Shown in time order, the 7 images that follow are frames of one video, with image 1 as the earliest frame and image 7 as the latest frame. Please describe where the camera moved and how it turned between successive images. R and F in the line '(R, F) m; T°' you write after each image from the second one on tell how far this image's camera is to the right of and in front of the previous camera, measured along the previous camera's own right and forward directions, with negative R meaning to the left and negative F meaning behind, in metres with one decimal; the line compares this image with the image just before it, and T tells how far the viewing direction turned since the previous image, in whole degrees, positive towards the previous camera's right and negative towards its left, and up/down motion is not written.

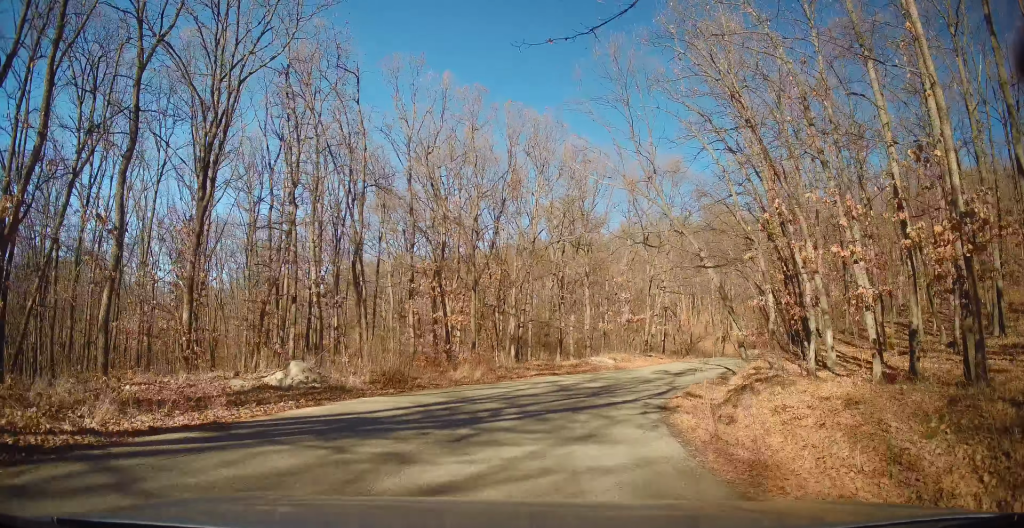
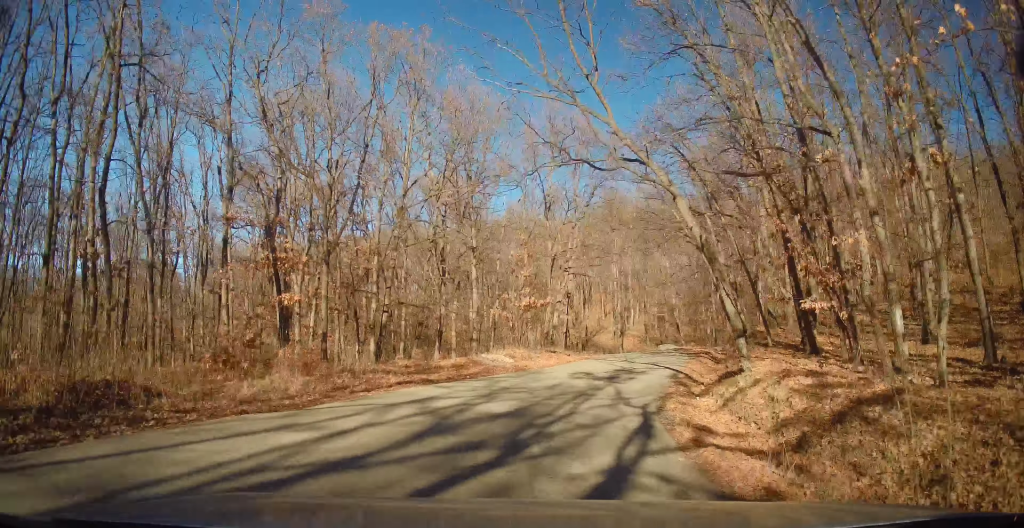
(+0.7, +8.7) m; +9°
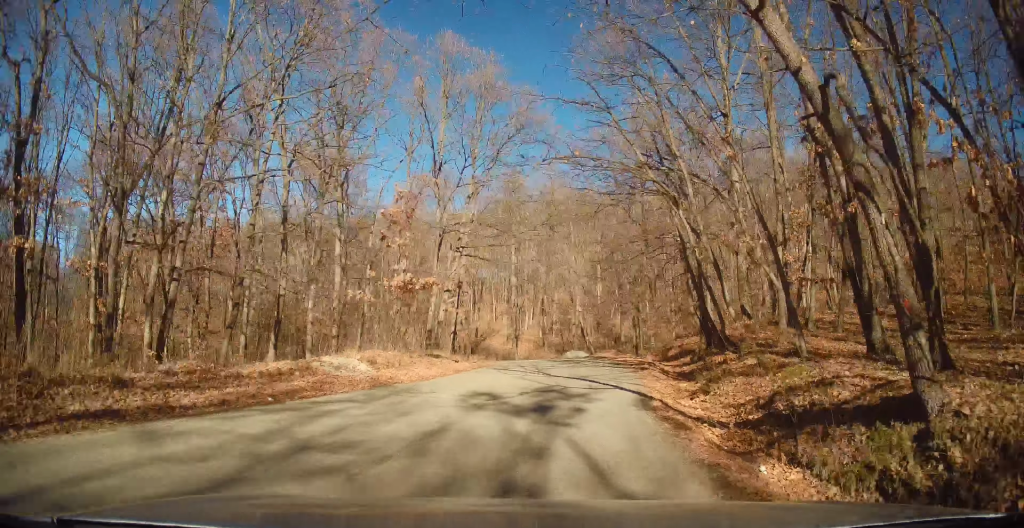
(+0.5, +8.4) m; +8°
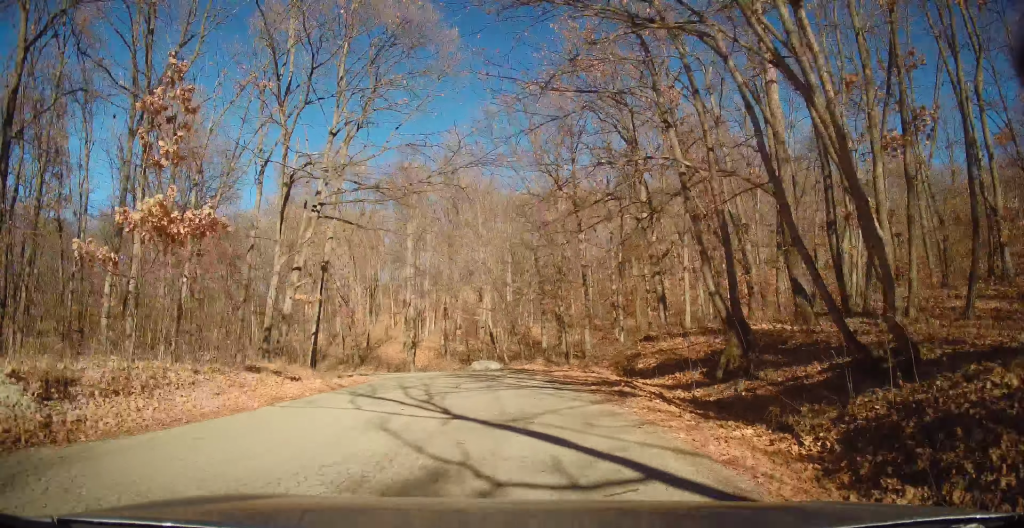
(+0.7, +9.4) m; +10°
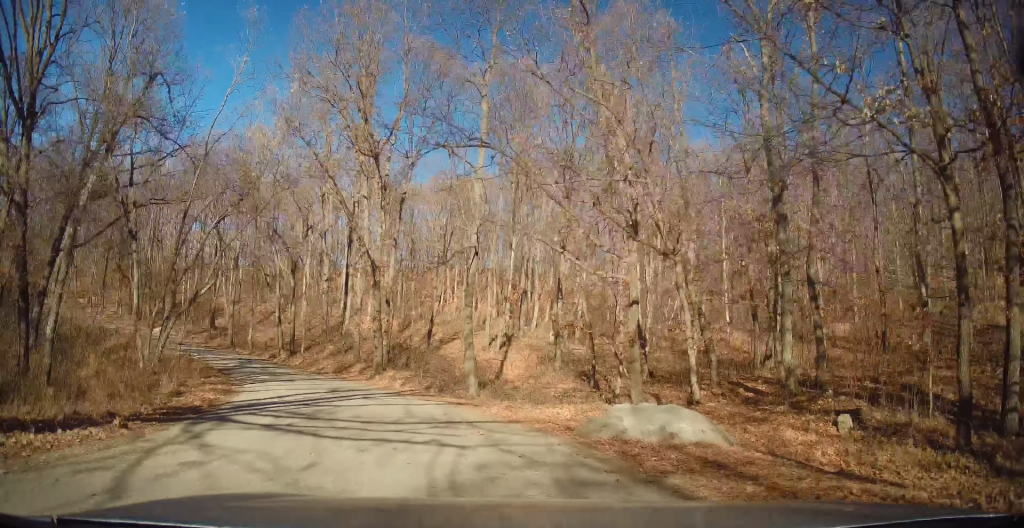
(+2.5, +24.9) m; -1°
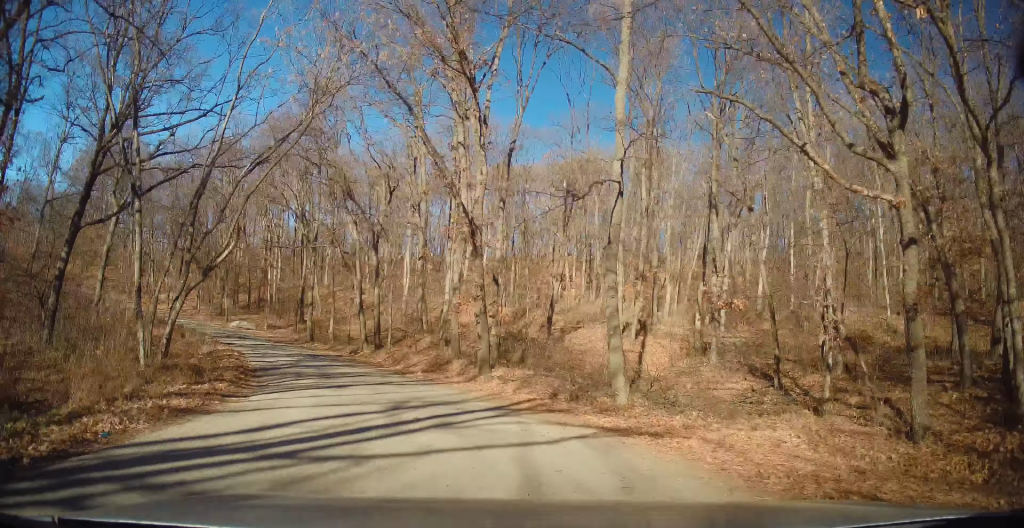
(-0.6, +8.3) m; -12°
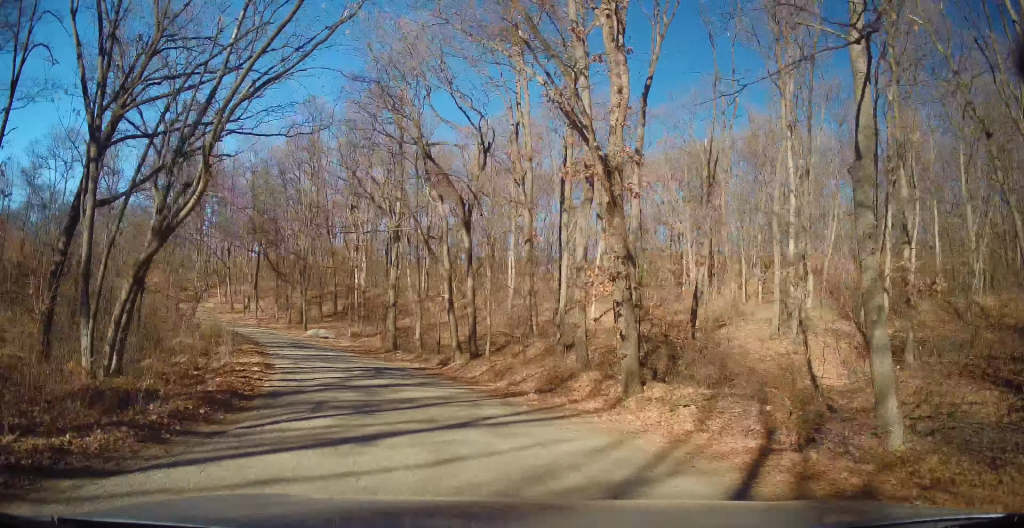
(-0.7, +7.4) m; -13°
